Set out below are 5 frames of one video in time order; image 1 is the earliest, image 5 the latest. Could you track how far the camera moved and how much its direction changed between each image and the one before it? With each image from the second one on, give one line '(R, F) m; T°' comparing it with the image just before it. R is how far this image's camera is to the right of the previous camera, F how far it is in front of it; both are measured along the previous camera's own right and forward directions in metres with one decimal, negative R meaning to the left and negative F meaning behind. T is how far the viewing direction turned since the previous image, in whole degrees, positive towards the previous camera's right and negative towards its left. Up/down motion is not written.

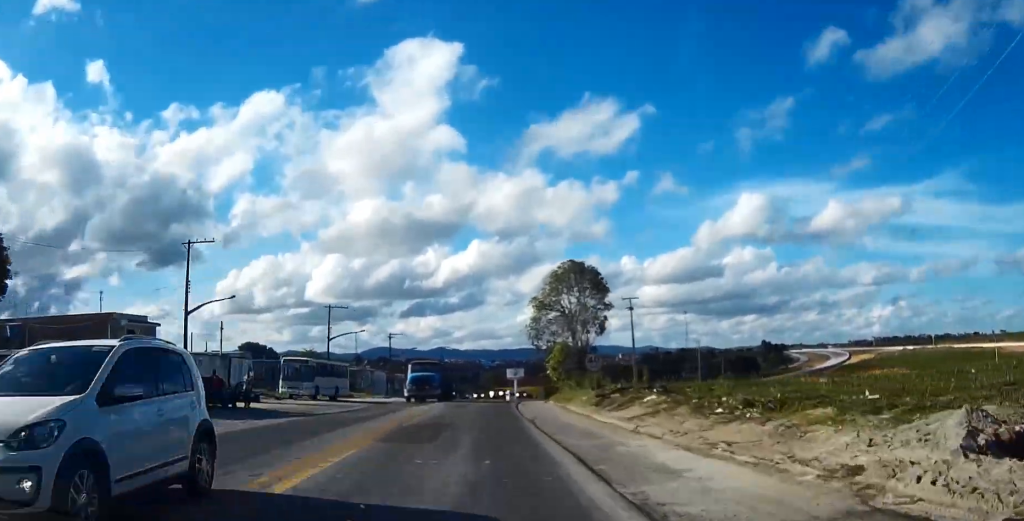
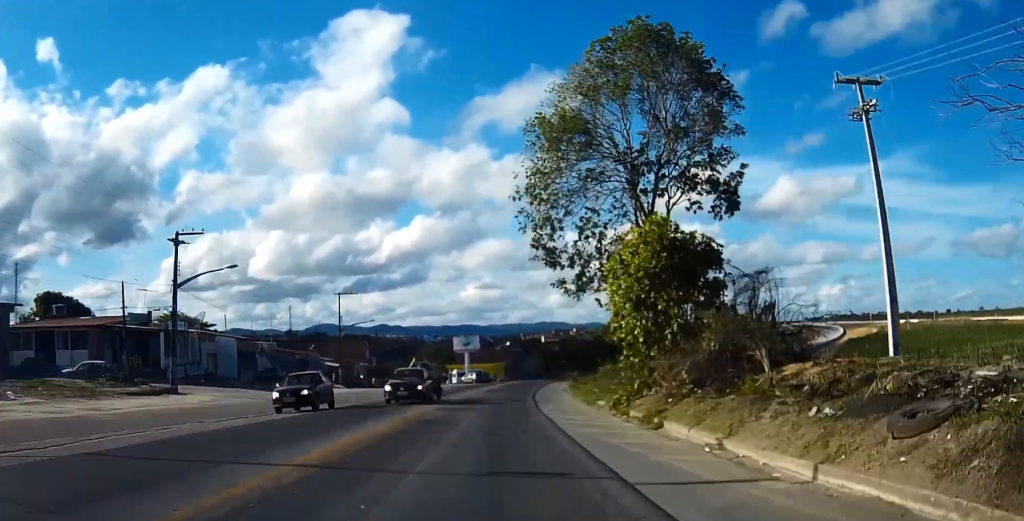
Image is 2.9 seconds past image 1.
(+1.2, +60.4) m; +3°
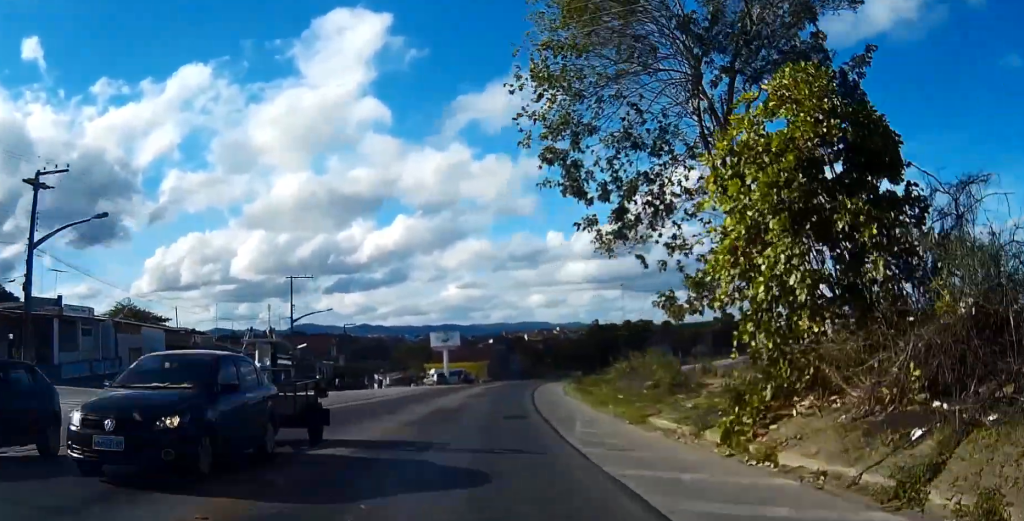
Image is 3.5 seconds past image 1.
(+0.1, +13.3) m; +1°
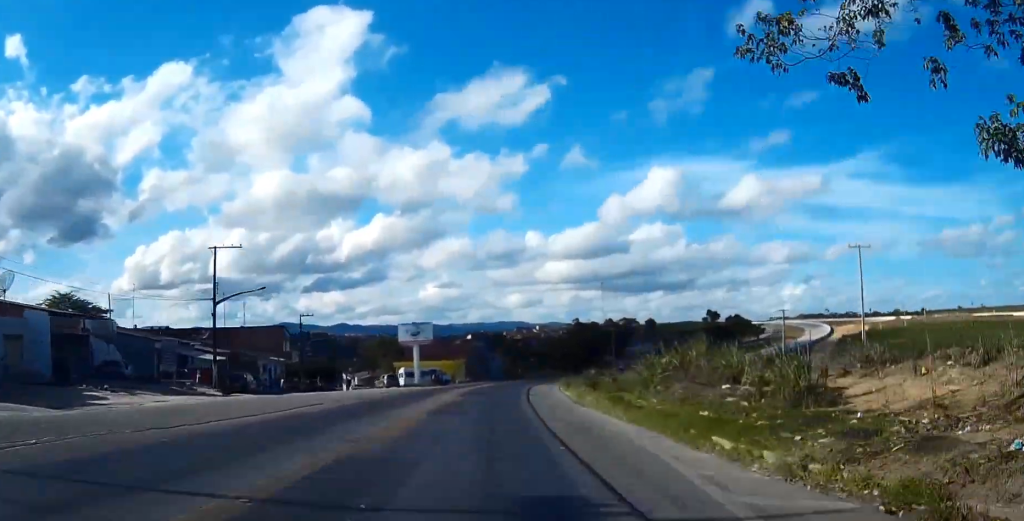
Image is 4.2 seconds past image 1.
(+0.1, +14.9) m; +1°
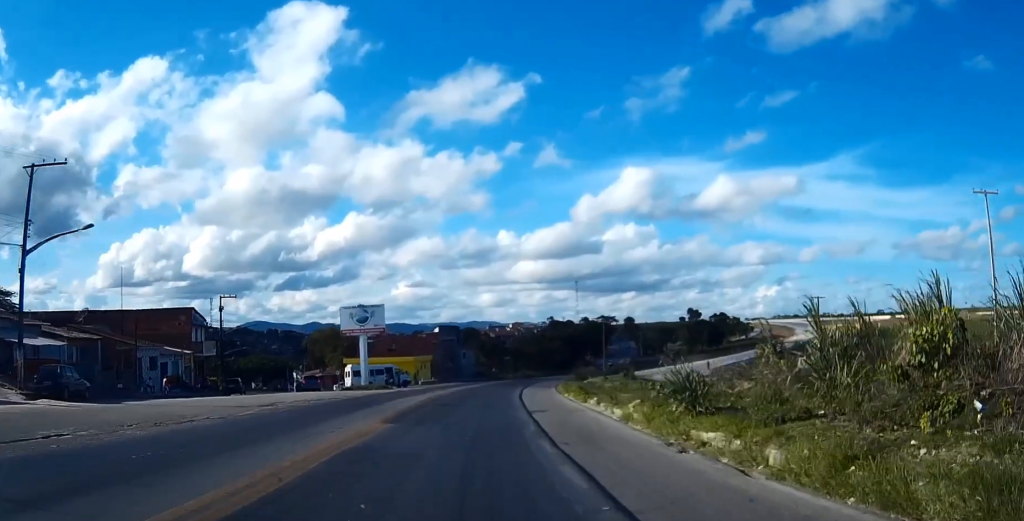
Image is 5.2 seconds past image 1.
(+0.4, +21.1) m; +2°
